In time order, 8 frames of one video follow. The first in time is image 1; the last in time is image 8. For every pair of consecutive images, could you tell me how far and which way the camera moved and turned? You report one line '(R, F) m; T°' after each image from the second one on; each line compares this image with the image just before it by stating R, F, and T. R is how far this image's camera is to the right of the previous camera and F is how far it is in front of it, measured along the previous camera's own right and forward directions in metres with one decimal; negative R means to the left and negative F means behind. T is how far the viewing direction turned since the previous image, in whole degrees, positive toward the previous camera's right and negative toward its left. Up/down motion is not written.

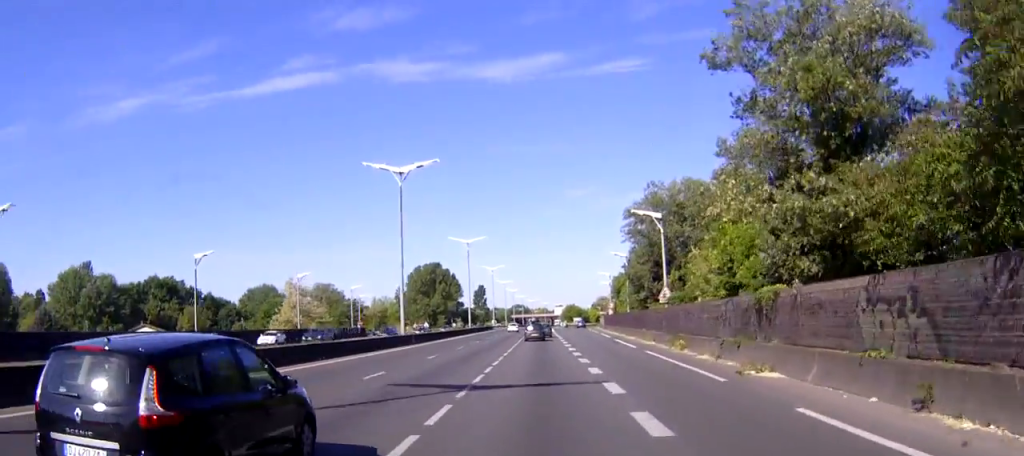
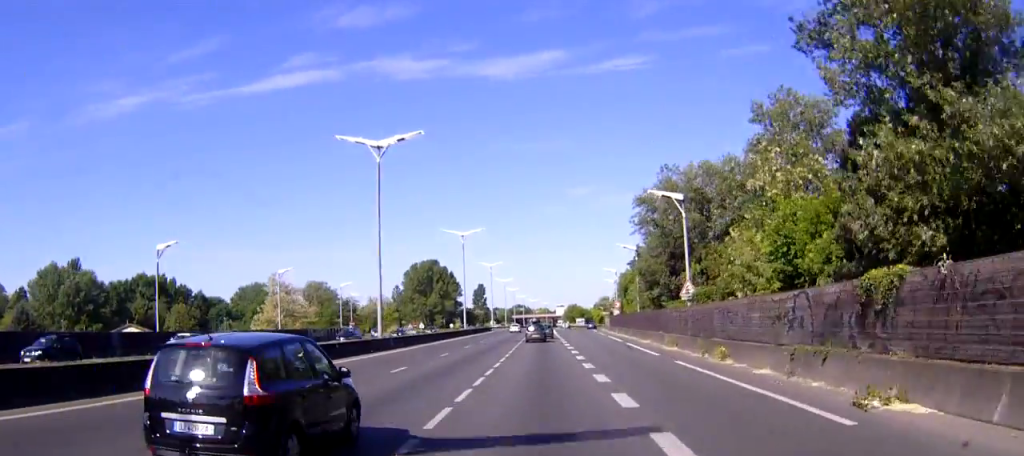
(0.0, +8.8) m; 0°
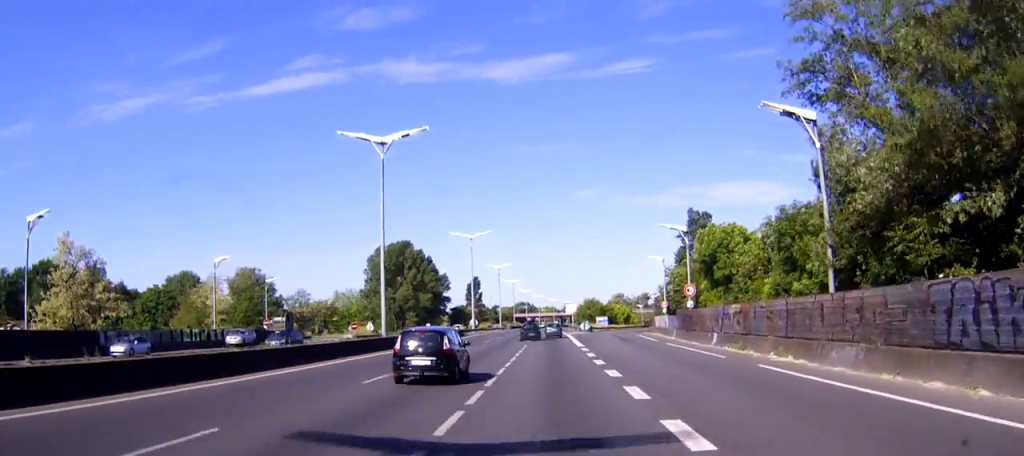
(-0.2, +57.1) m; 0°
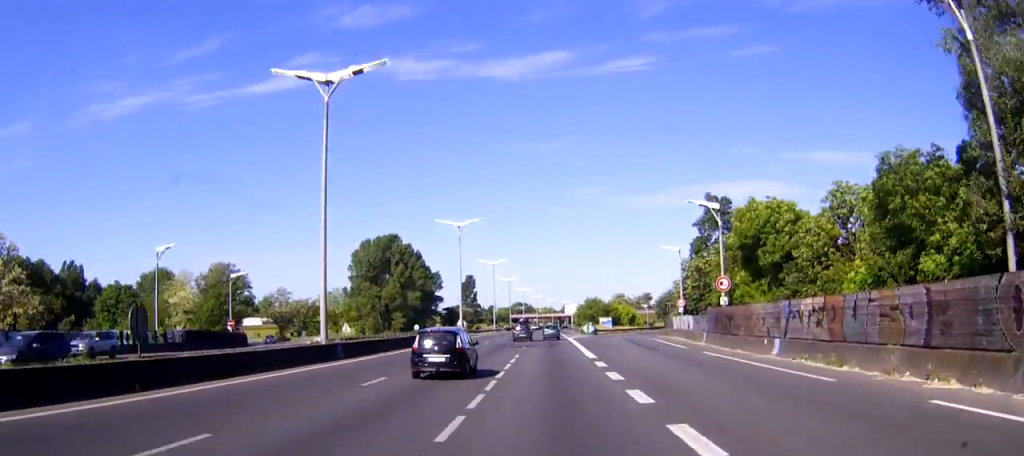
(0.0, +13.3) m; 0°
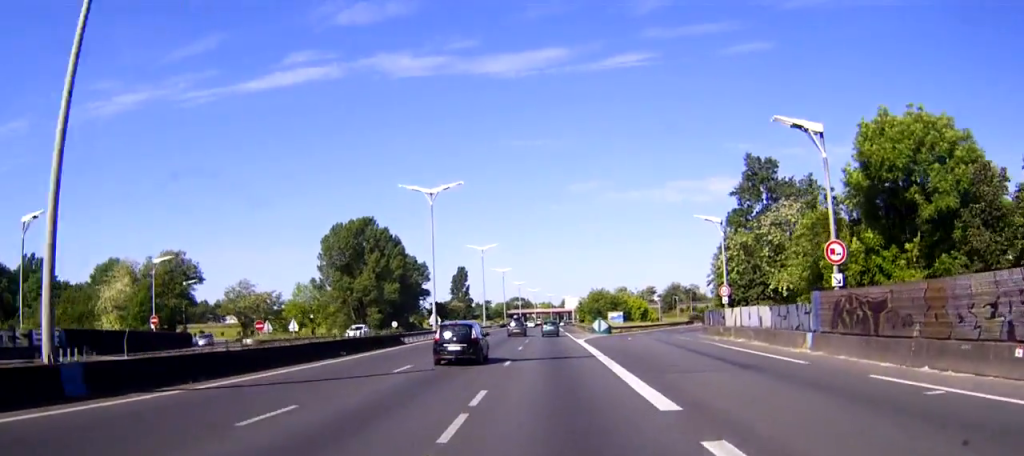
(0.0, +21.7) m; 0°
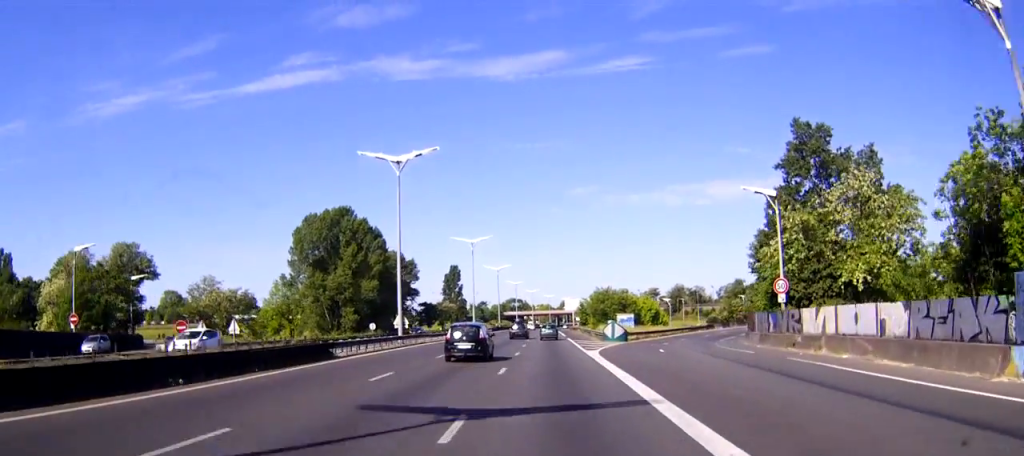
(0.0, +16.2) m; 0°
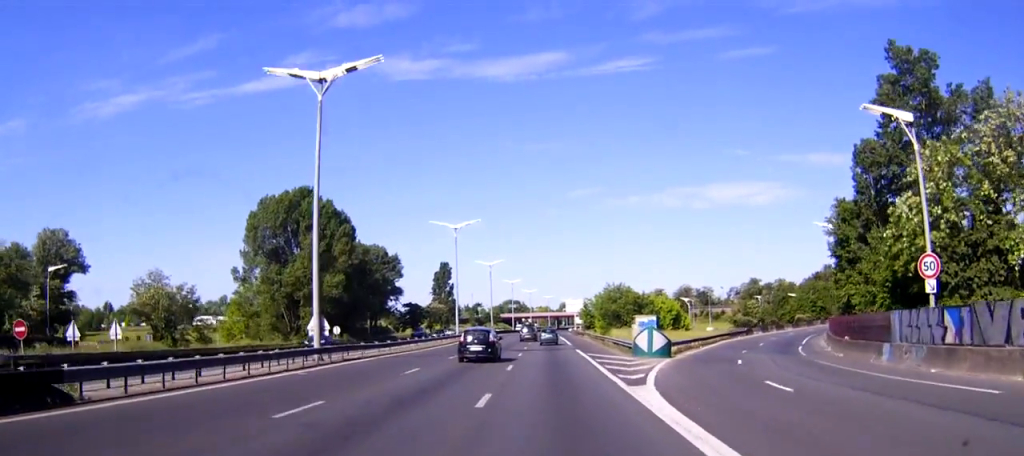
(0.0, +20.5) m; 0°
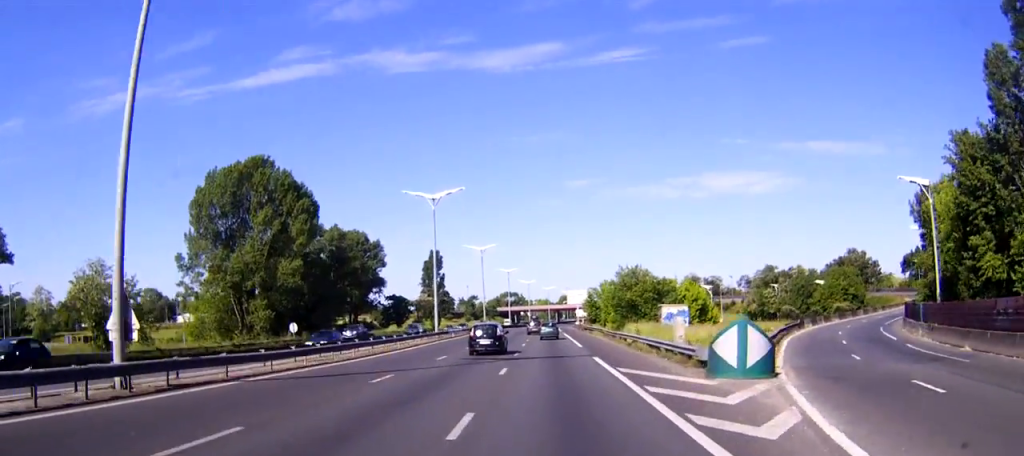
(0.0, +17.7) m; 0°
